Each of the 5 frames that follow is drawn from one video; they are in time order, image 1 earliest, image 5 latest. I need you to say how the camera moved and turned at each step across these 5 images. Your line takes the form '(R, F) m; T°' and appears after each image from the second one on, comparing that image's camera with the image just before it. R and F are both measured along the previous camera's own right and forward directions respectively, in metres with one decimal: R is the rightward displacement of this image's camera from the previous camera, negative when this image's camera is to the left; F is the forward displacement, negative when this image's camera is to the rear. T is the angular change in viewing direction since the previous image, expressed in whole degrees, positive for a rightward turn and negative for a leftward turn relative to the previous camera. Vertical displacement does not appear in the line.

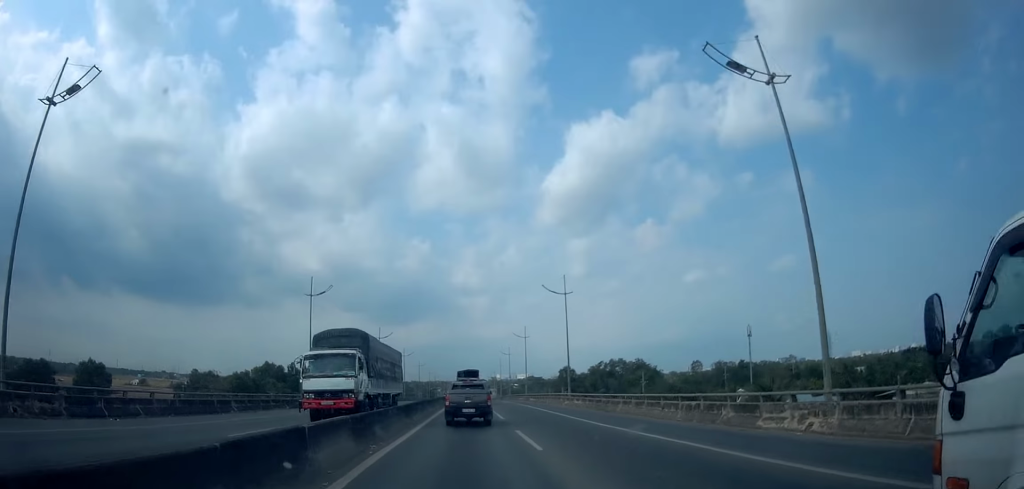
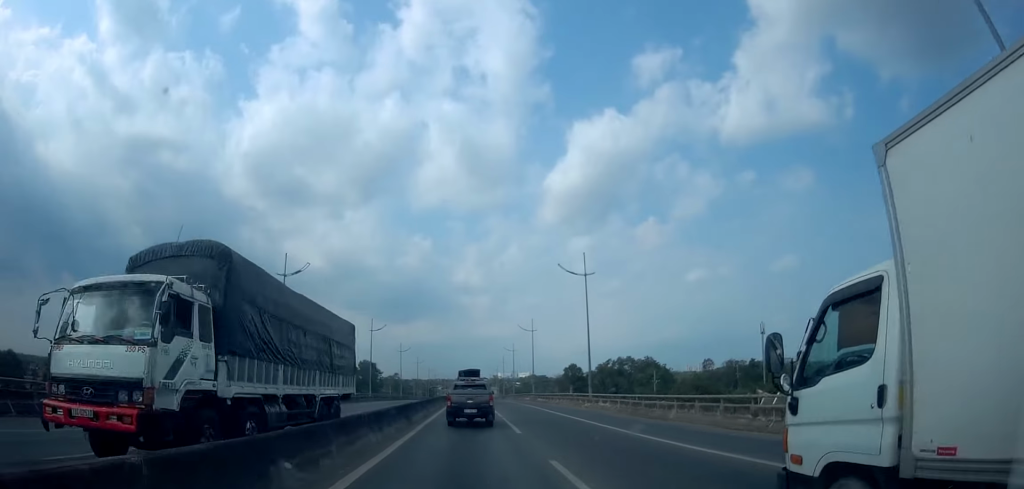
(-0.5, +7.1) m; 0°
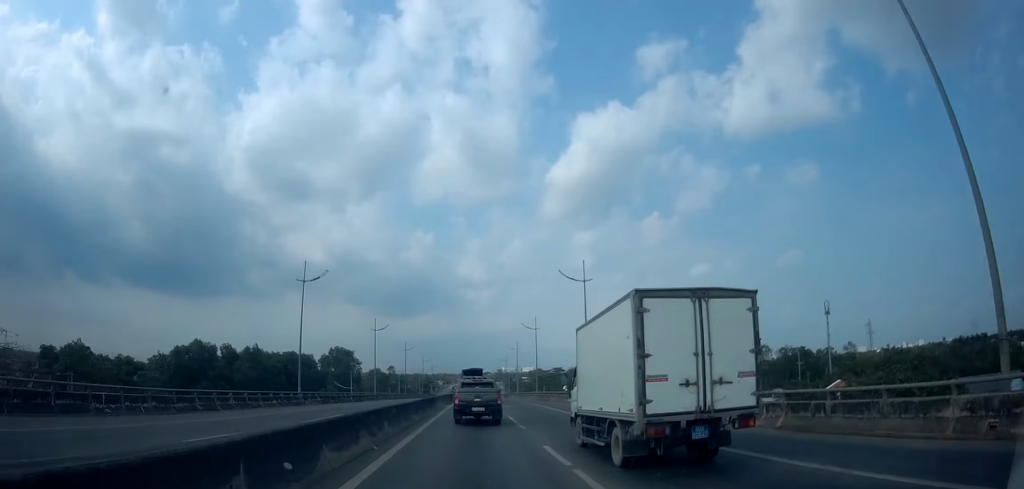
(+1.3, +32.1) m; 0°
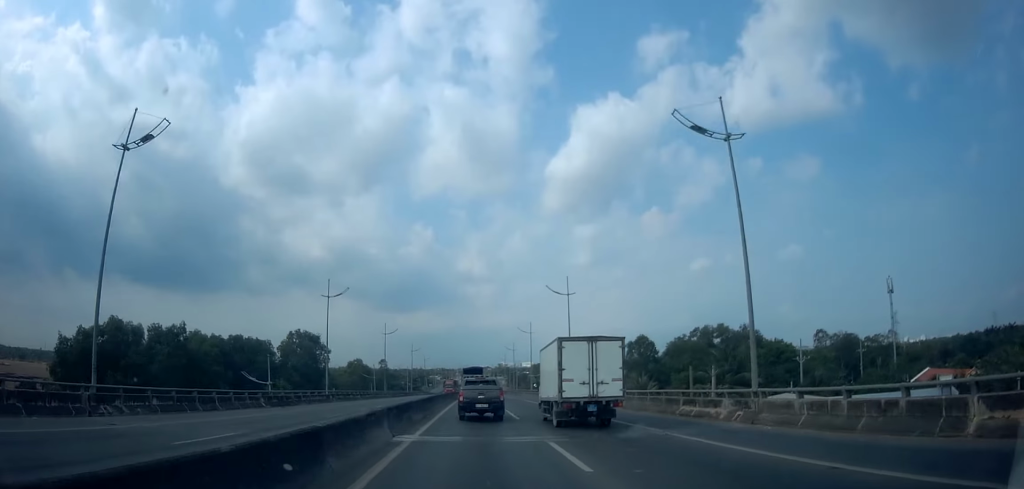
(+0.1, +24.4) m; 0°
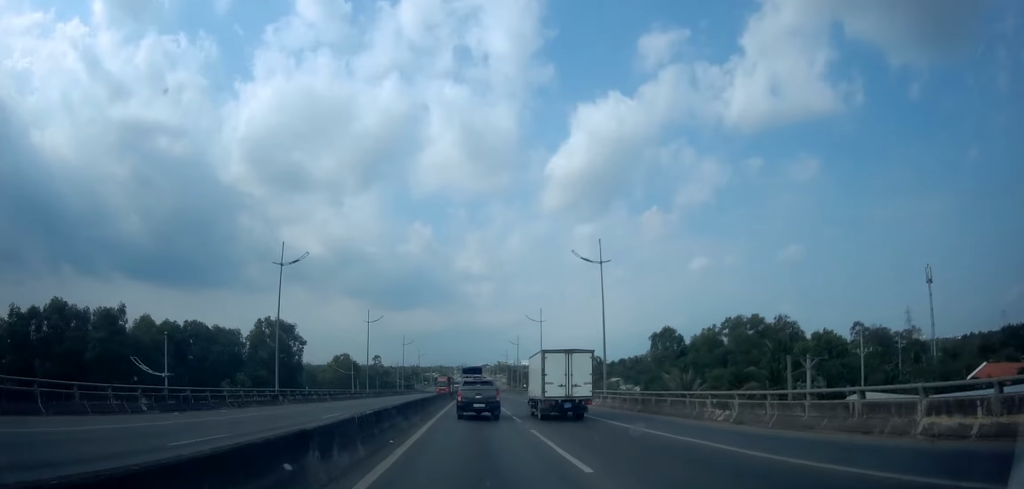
(-0.3, +12.8) m; 0°
